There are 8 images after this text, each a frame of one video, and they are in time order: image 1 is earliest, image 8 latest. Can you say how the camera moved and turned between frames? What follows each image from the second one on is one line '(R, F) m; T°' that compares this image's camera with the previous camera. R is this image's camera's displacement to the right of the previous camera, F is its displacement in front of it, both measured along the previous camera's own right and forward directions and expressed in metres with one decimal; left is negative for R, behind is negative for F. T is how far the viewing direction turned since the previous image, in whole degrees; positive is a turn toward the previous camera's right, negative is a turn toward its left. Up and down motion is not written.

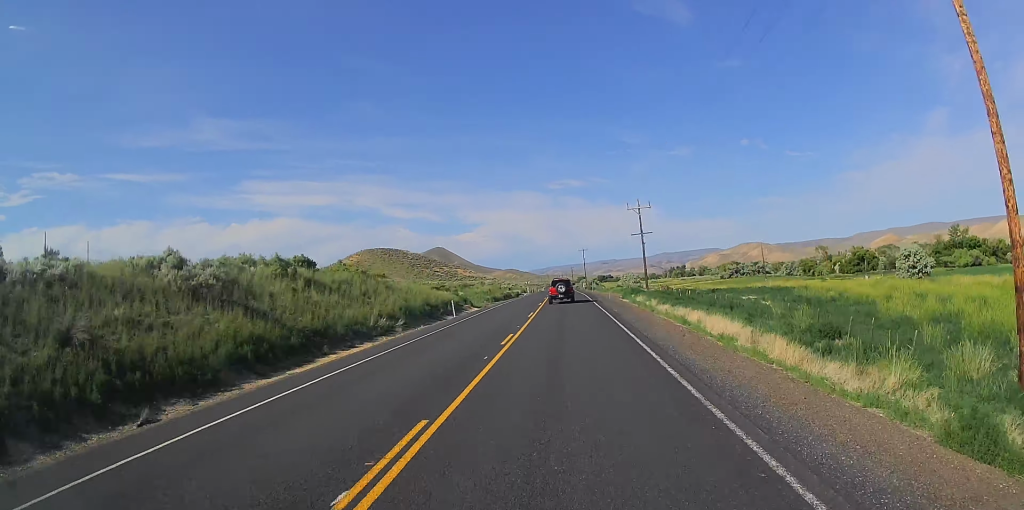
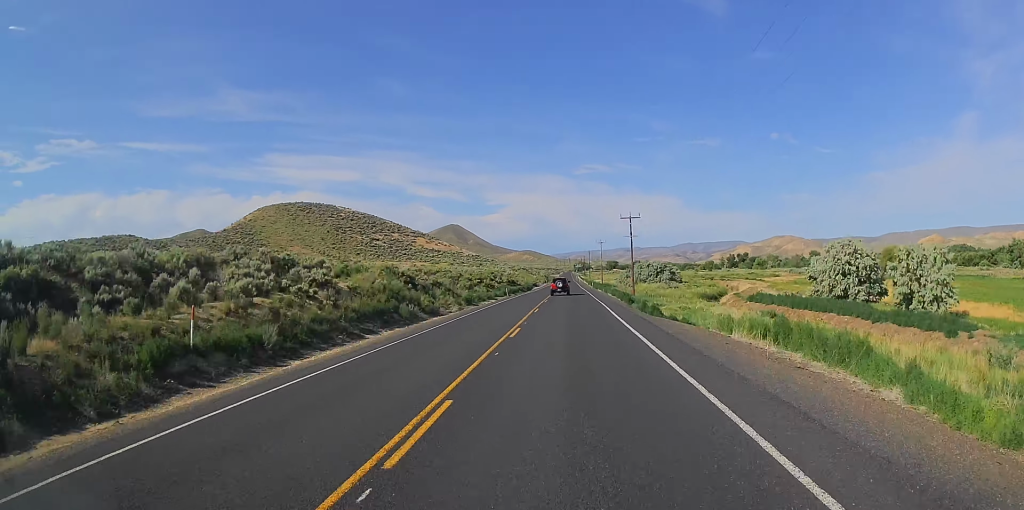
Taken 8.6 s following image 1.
(-3.8, +228.0) m; -1°
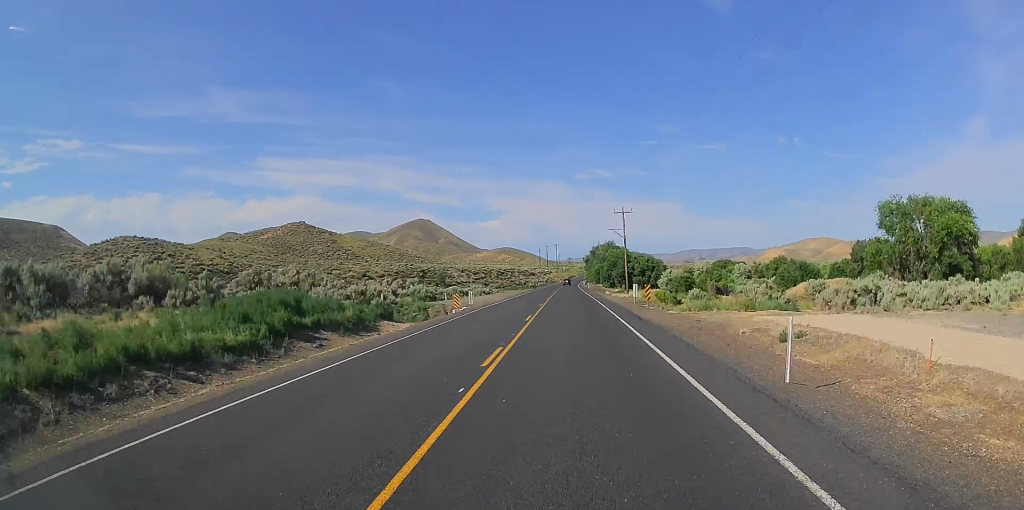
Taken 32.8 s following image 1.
(0.0, +642.7) m; +2°
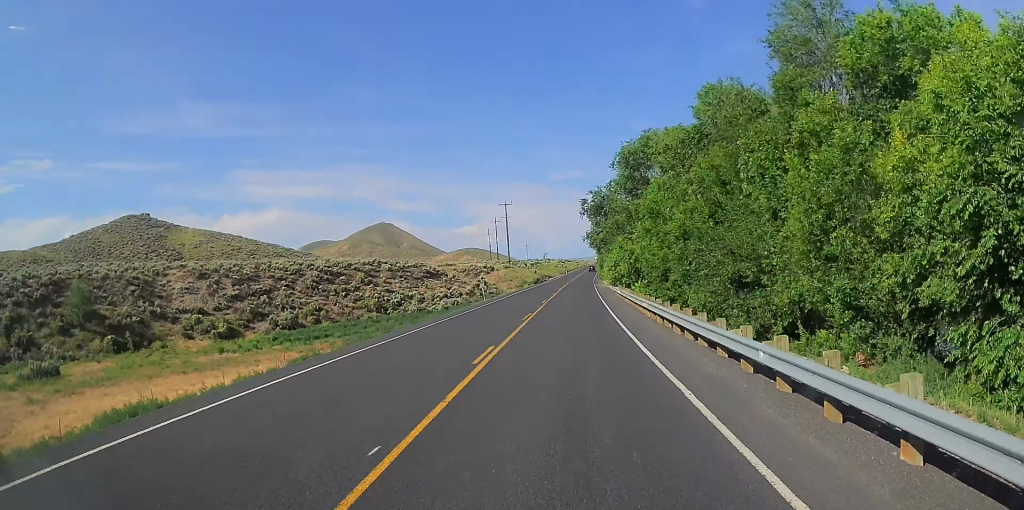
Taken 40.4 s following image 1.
(-2.7, +208.8) m; +2°
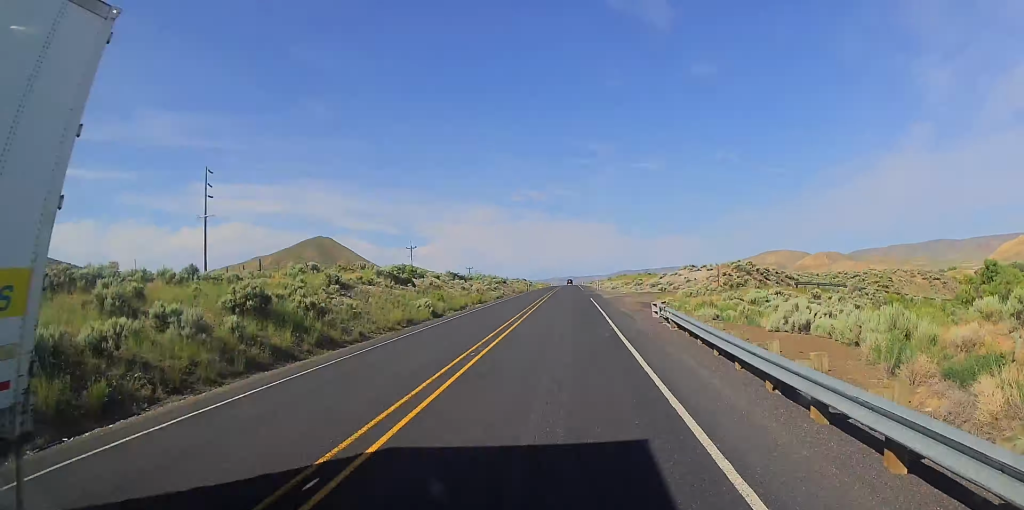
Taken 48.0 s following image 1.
(+9.5, +235.5) m; +1°
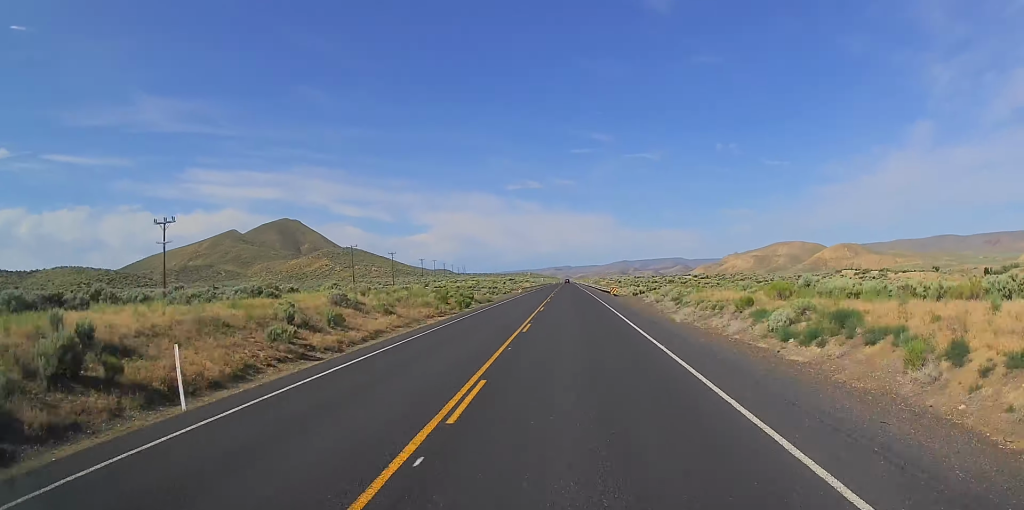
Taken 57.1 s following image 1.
(+5.5, +291.7) m; +1°
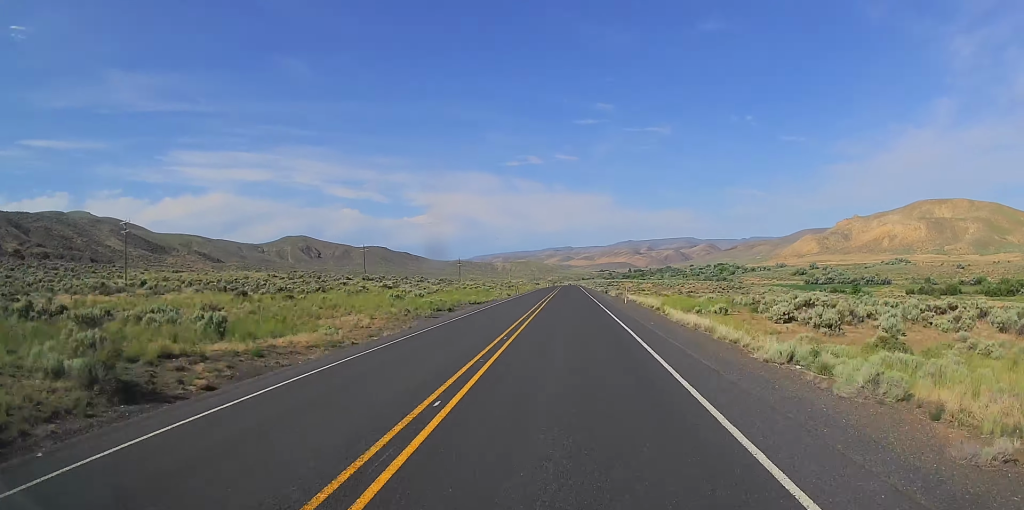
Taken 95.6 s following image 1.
(+3.1, +1458.7) m; +1°
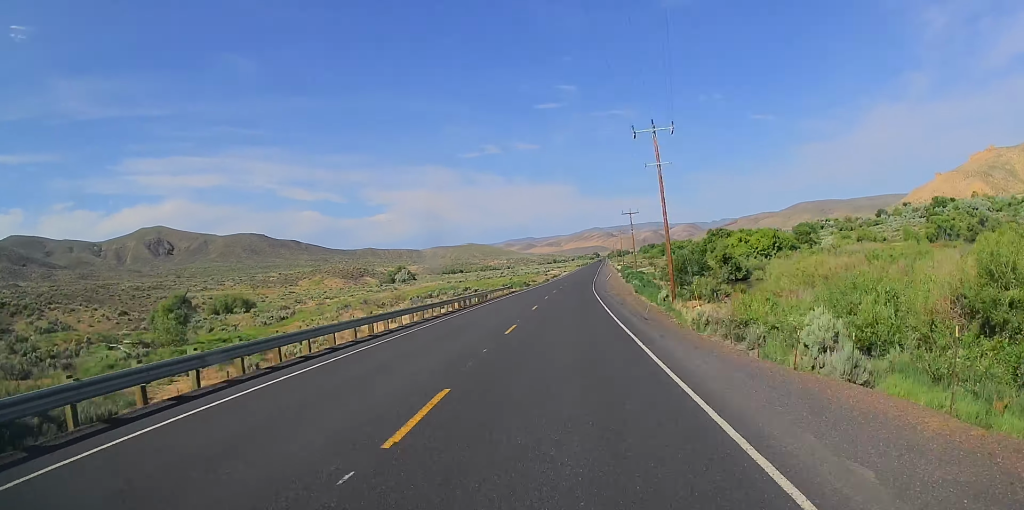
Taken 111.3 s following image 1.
(+7.7, +565.7) m; +3°
